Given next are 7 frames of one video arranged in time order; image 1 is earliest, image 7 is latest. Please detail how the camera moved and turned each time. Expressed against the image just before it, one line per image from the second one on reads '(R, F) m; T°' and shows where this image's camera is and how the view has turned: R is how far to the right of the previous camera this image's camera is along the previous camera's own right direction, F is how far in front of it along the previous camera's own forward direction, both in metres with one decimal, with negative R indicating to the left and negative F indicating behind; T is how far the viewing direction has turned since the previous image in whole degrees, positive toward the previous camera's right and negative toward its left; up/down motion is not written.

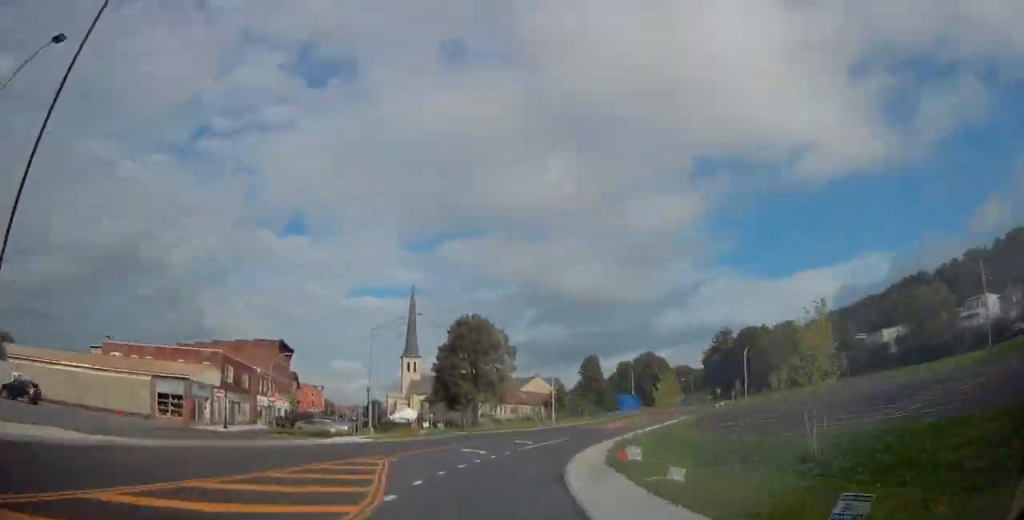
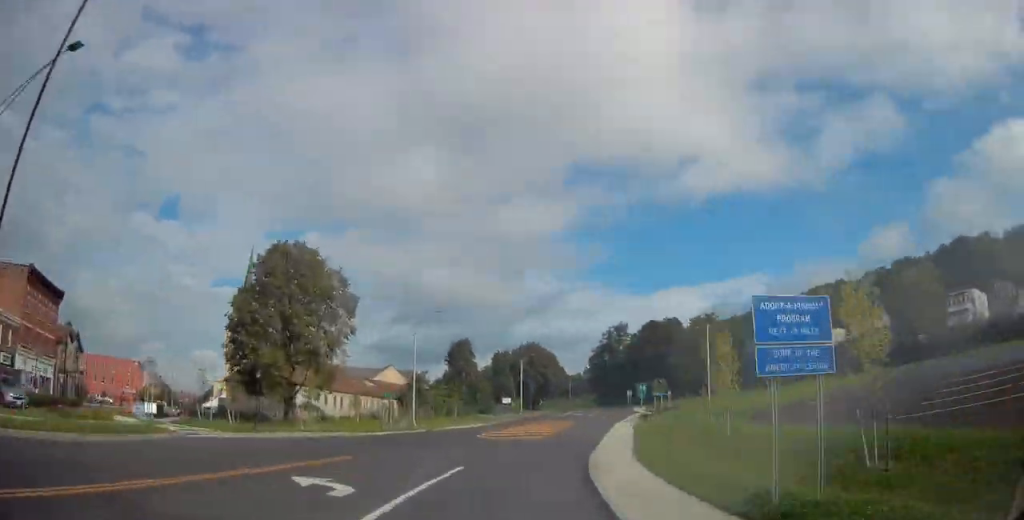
(+1.6, +33.4) m; +9°
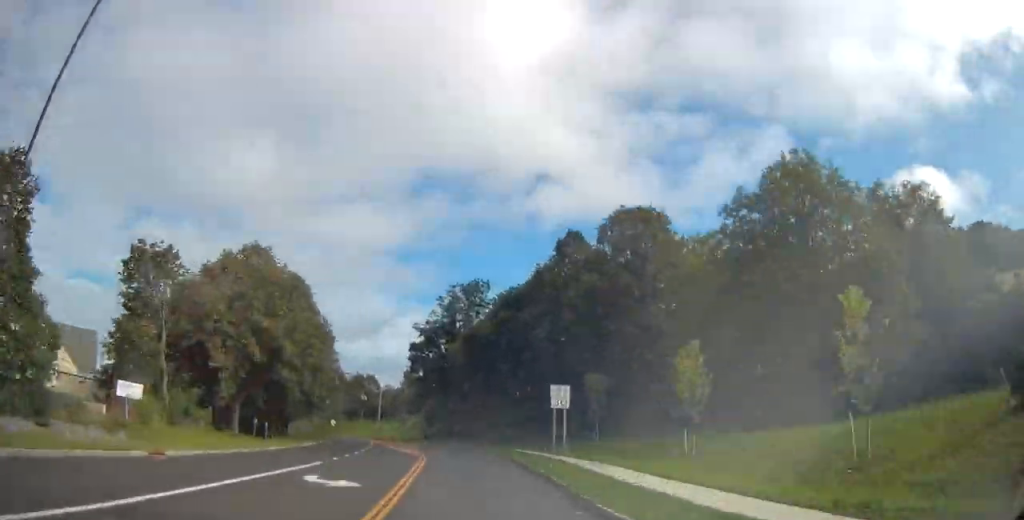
(+12.6, +79.0) m; +6°
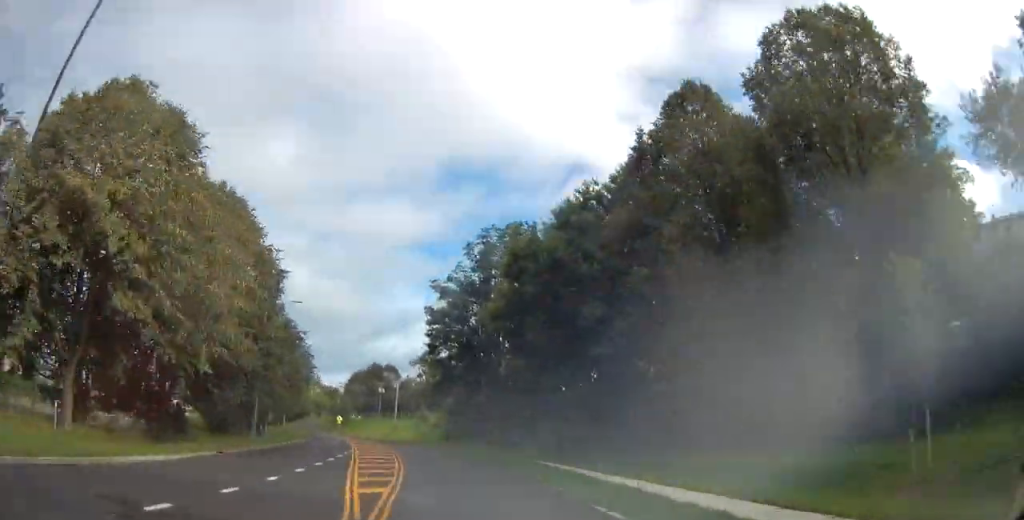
(+1.8, +24.8) m; -3°
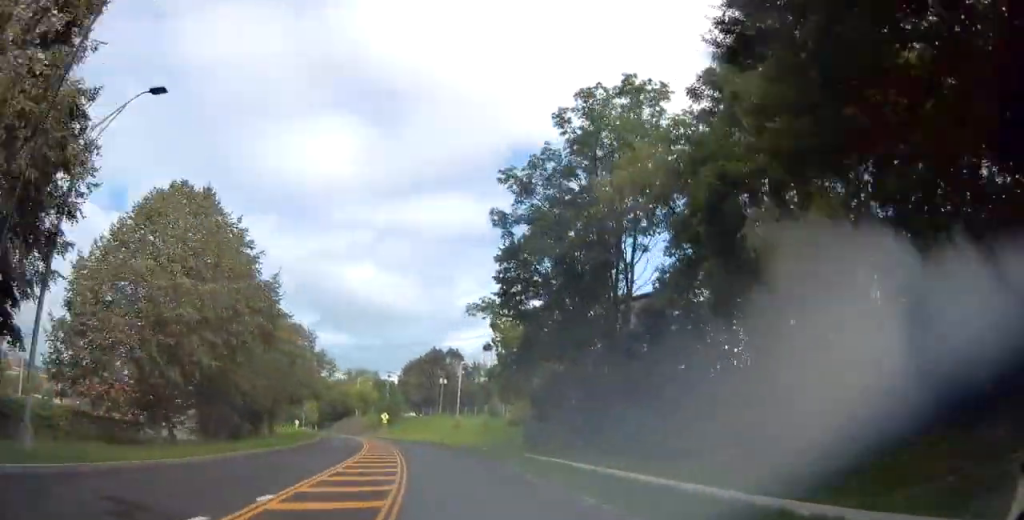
(-3.1, +26.8) m; -6°
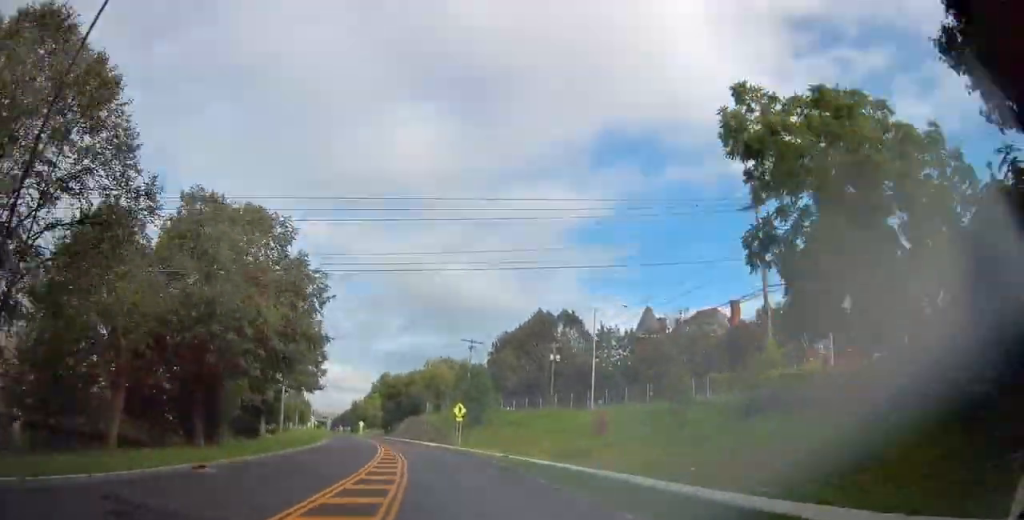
(-2.1, +38.3) m; -9°
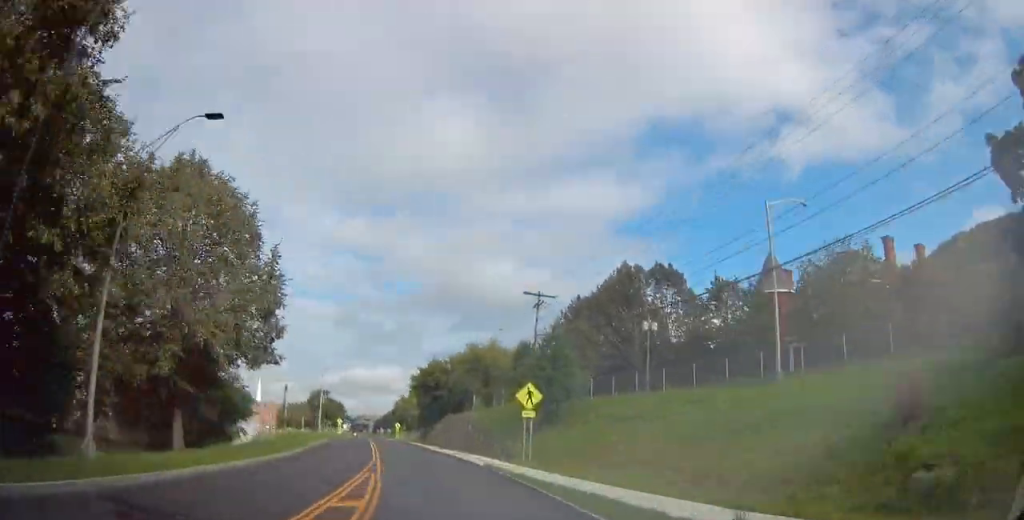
(-2.2, +23.1) m; -4°
